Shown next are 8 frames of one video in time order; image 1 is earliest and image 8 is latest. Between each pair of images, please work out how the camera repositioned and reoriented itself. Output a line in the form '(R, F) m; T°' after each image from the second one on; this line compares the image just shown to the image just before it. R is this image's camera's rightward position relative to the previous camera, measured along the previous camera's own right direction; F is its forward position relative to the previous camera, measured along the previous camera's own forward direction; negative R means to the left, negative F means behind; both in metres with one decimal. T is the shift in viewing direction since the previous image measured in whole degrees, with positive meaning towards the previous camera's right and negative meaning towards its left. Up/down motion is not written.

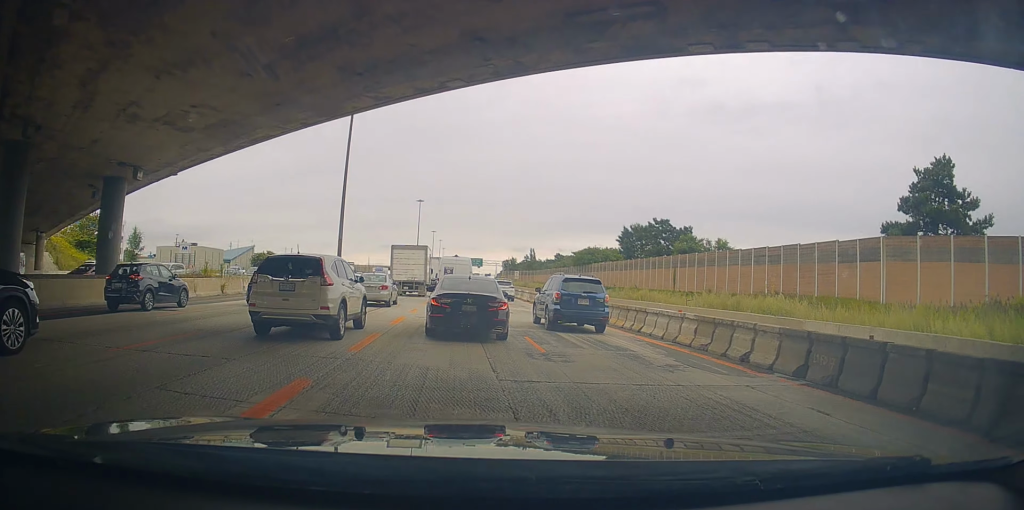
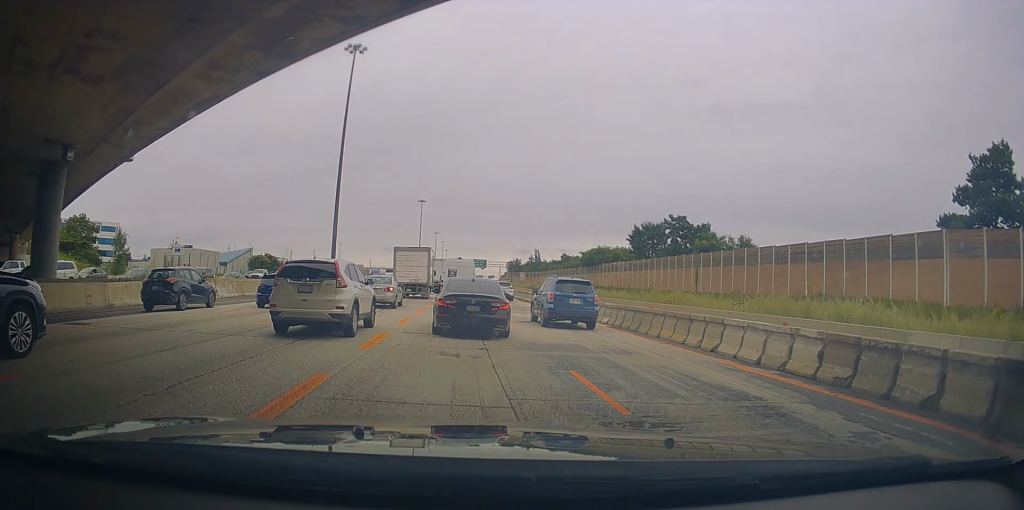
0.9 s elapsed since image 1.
(-0.2, +5.1) m; 0°
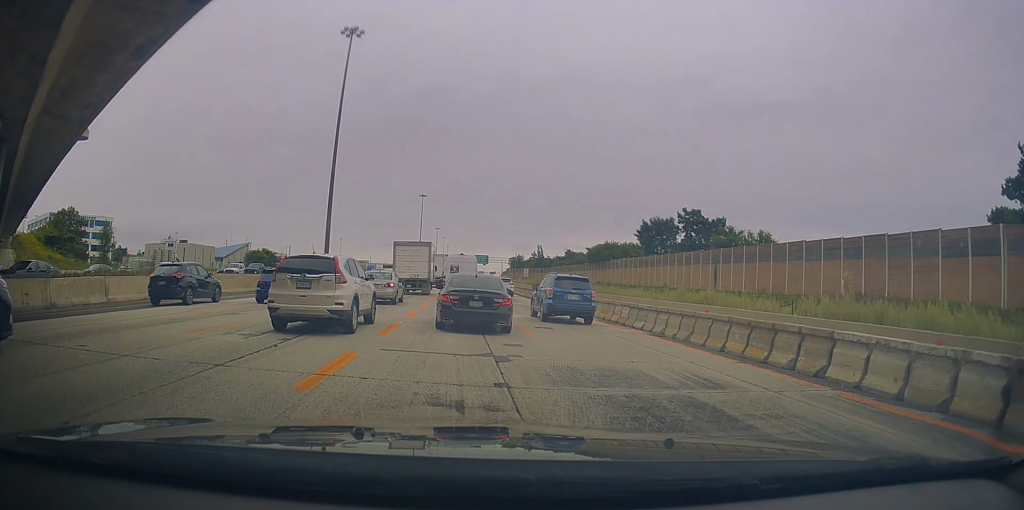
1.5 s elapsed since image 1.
(0.0, +3.8) m; +3°
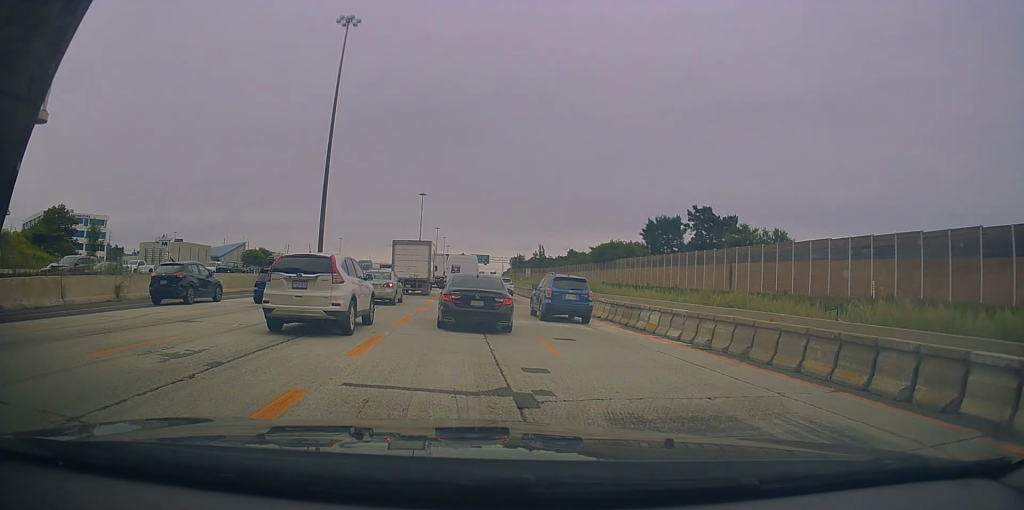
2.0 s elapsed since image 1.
(+0.1, +3.2) m; +1°
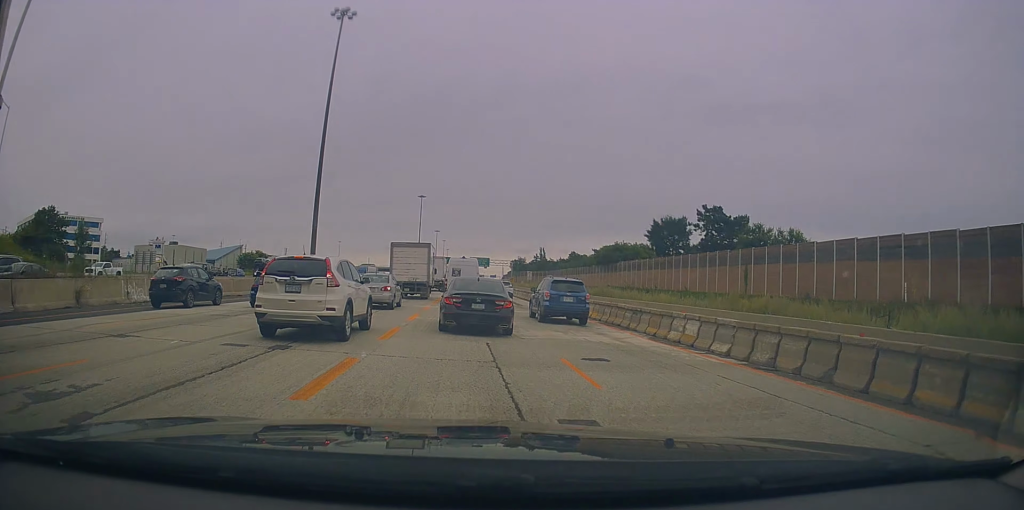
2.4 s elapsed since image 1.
(0.0, +2.9) m; +1°
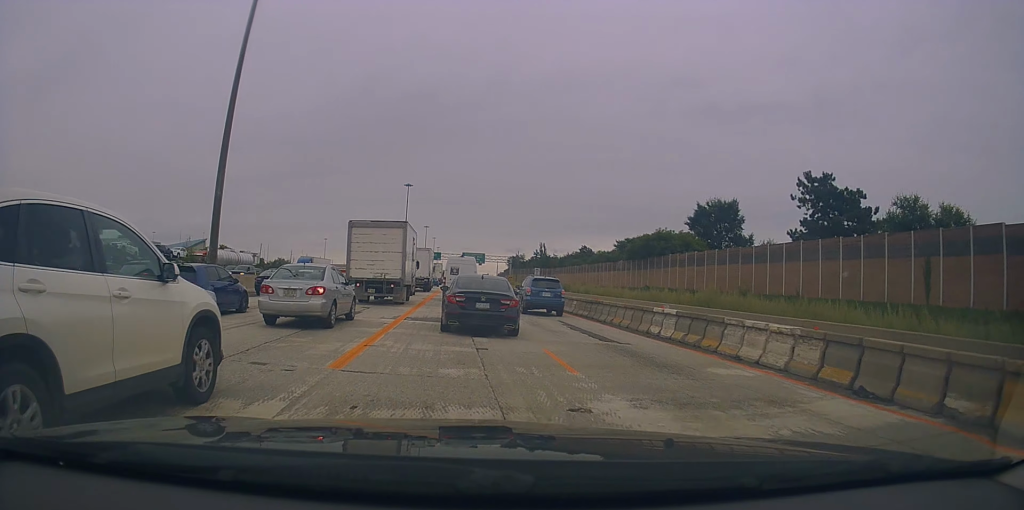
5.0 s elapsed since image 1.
(+1.7, +23.0) m; +4°
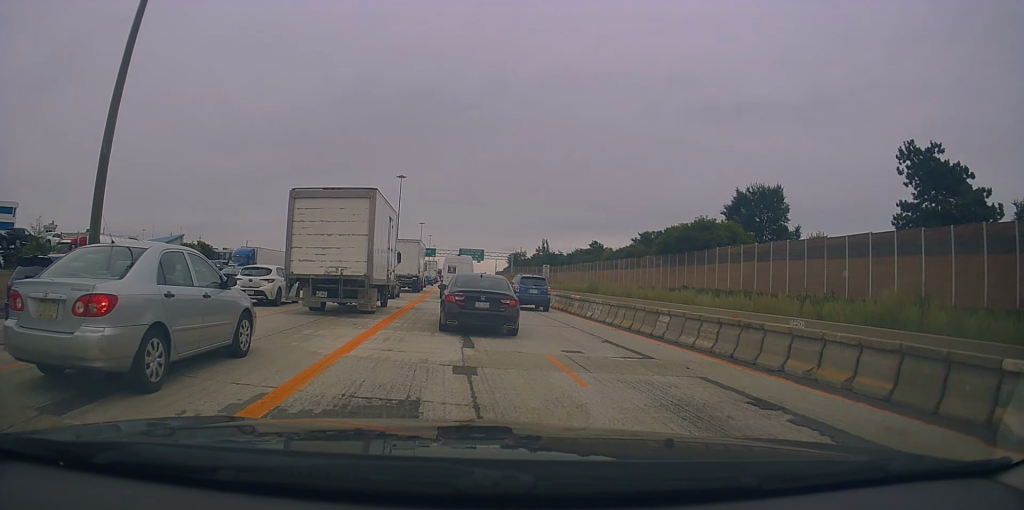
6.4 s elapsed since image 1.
(-0.1, +13.3) m; +1°
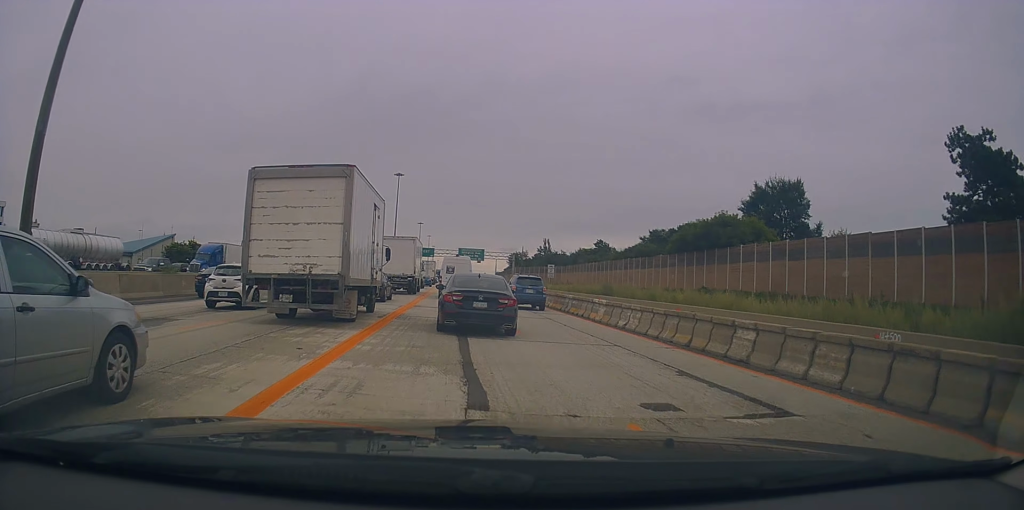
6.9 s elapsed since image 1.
(0.0, +5.0) m; -1°
